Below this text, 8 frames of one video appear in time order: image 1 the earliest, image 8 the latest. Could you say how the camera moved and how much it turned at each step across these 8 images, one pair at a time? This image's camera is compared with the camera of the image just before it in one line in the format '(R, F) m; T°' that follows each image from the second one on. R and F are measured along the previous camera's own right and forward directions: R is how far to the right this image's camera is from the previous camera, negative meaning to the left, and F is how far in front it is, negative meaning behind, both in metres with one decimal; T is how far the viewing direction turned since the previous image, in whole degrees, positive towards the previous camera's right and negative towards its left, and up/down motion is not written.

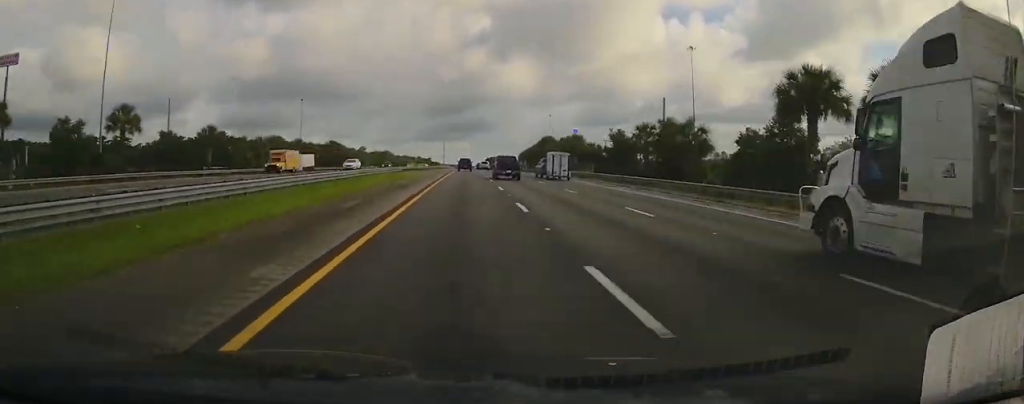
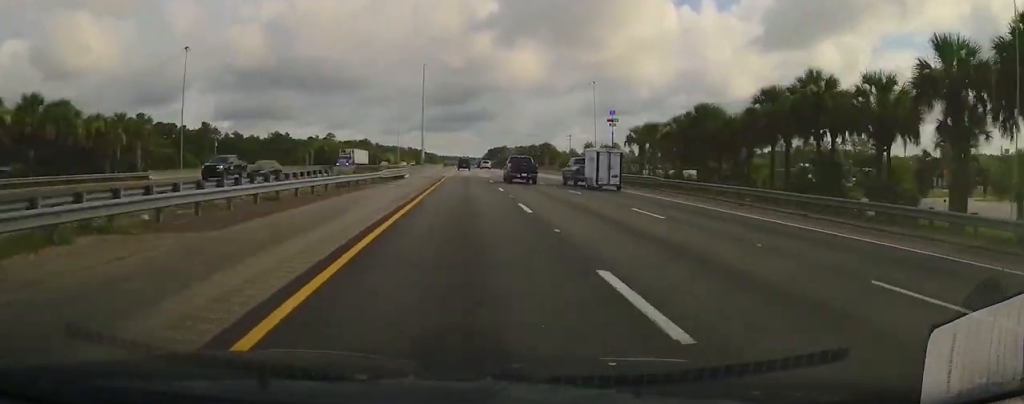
(-0.1, +110.4) m; 0°
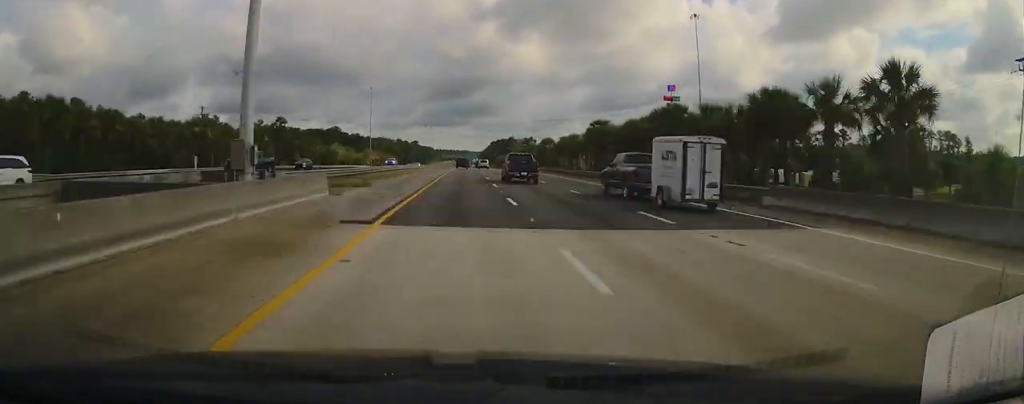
(+0.7, +96.2) m; 0°
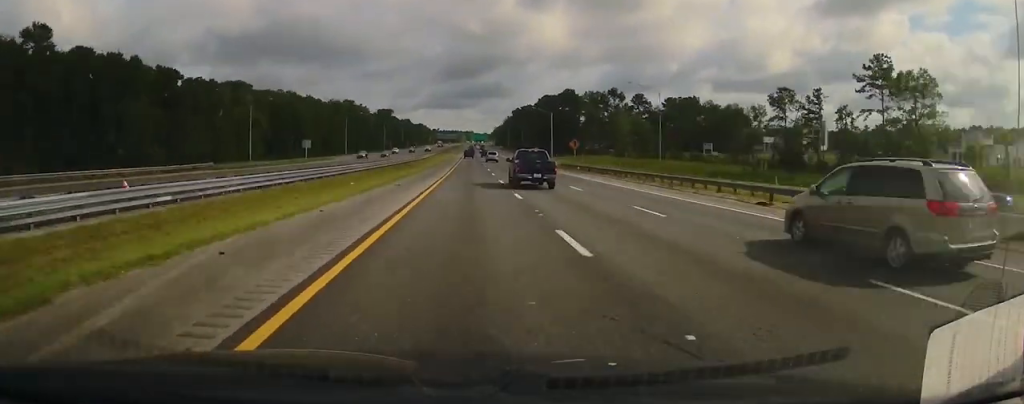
(-0.7, +243.6) m; 0°
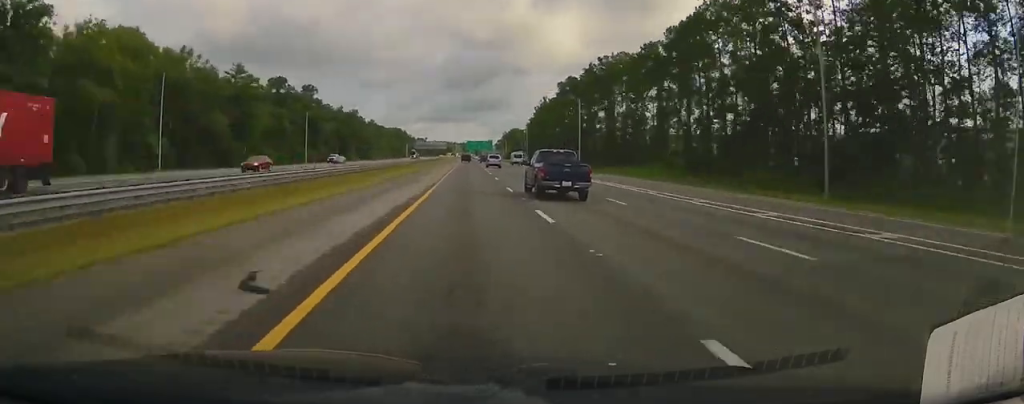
(+0.8, +189.4) m; 0°
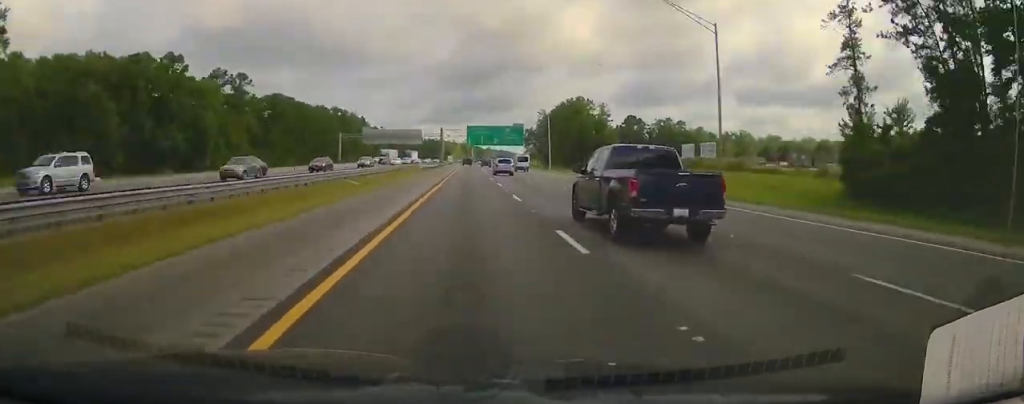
(-1.3, +198.9) m; 0°
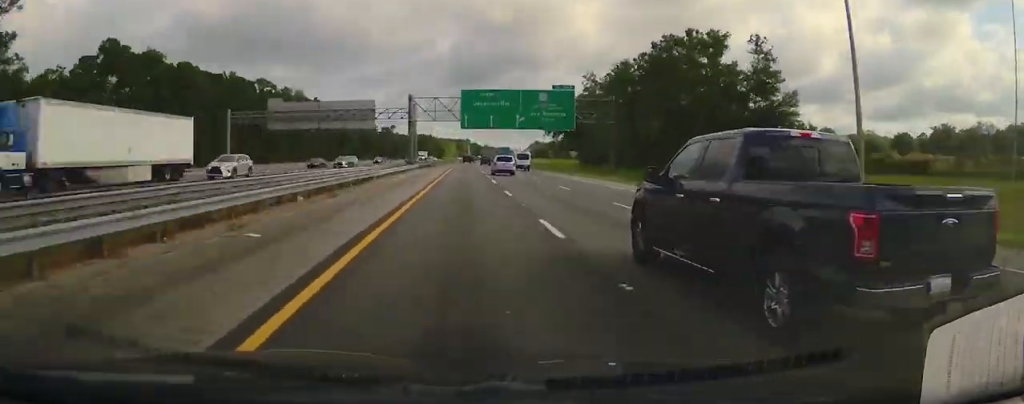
(+0.5, +83.4) m; +1°
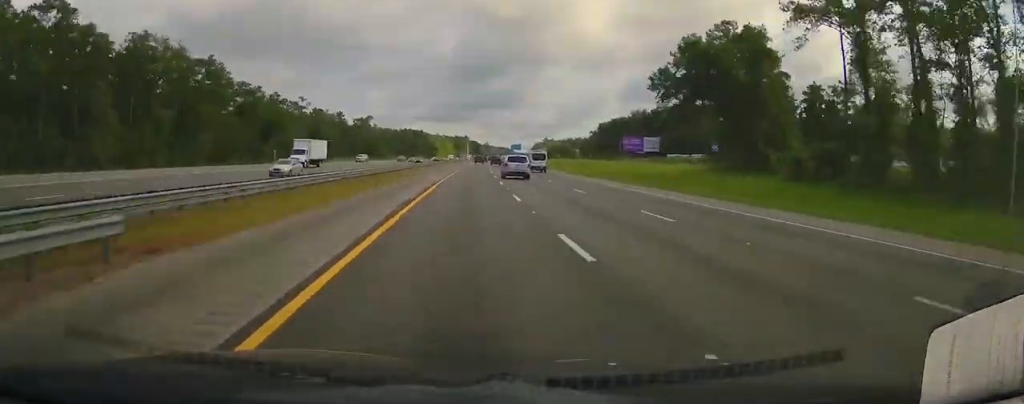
(+0.6, +88.2) m; +1°
